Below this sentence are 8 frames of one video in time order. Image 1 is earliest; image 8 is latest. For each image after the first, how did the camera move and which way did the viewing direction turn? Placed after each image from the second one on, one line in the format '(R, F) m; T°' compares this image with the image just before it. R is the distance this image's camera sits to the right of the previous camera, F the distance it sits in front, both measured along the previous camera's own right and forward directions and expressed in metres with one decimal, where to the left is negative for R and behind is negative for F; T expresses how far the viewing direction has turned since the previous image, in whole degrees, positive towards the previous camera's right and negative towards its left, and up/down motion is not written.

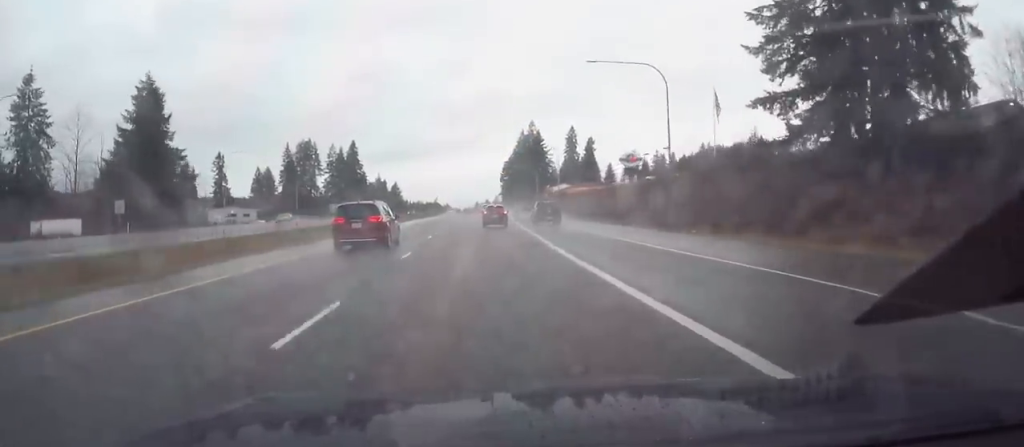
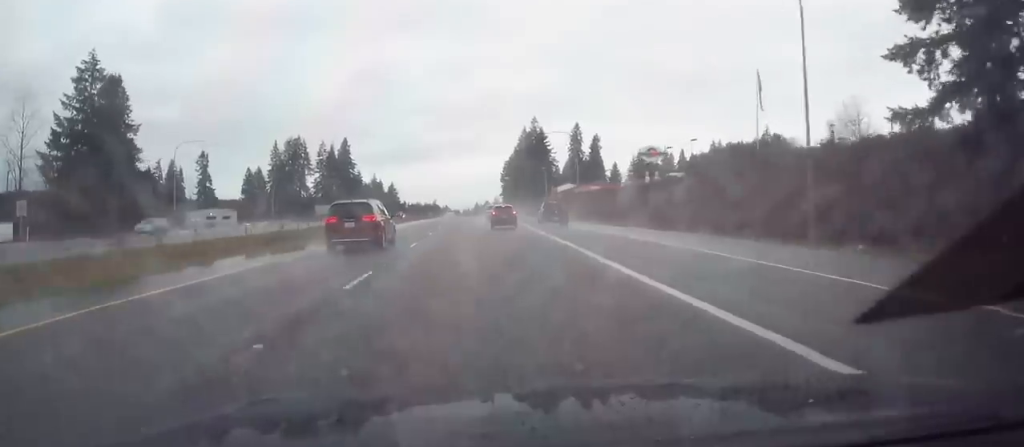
(-0.2, +20.0) m; 0°
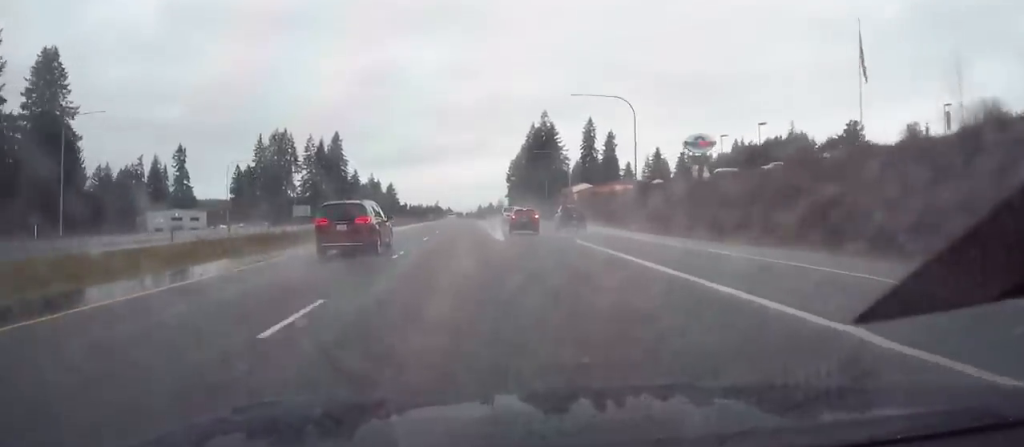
(+0.3, +29.1) m; +1°
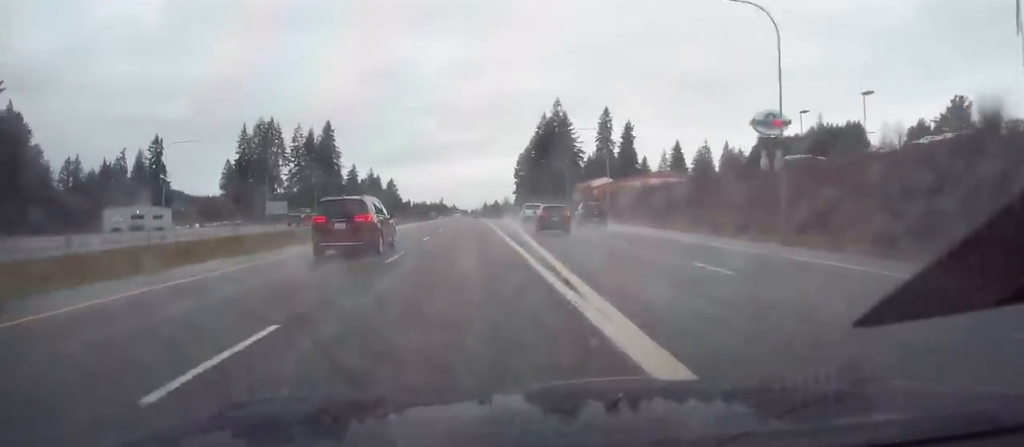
(+0.2, +26.8) m; +1°
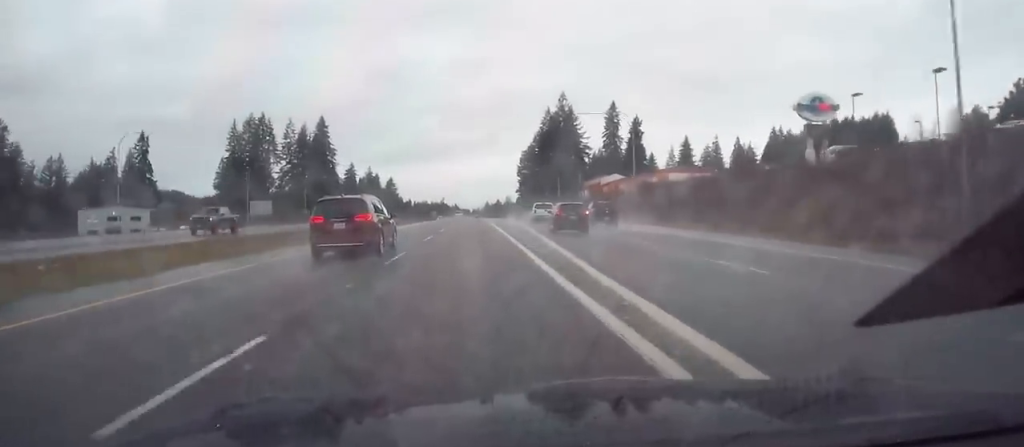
(-0.1, +12.8) m; 0°
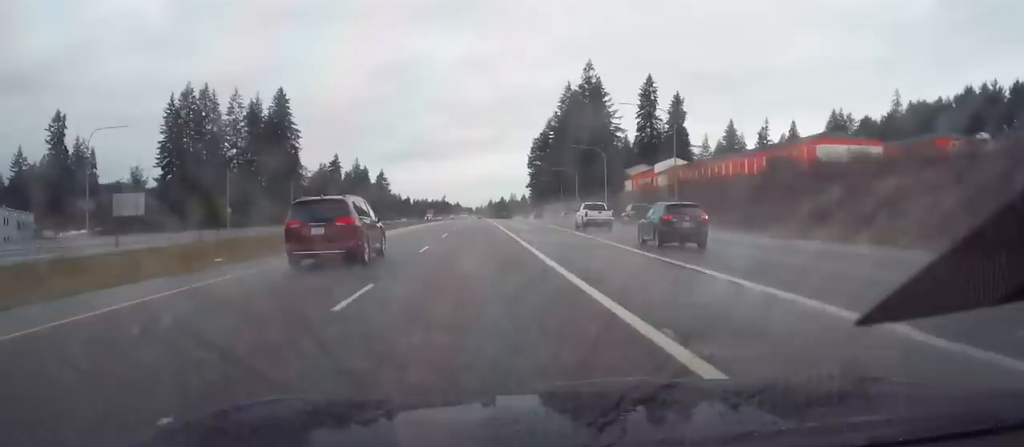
(0.0, +56.1) m; -1°
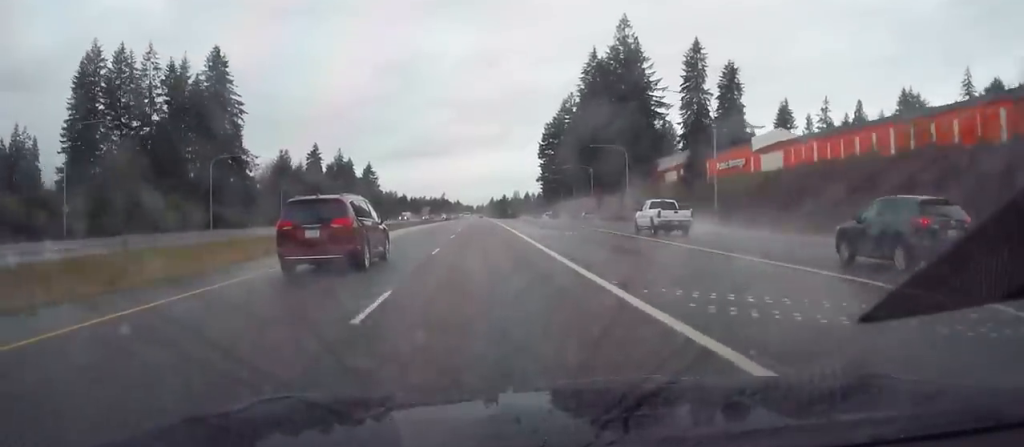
(-0.2, +50.1) m; 0°
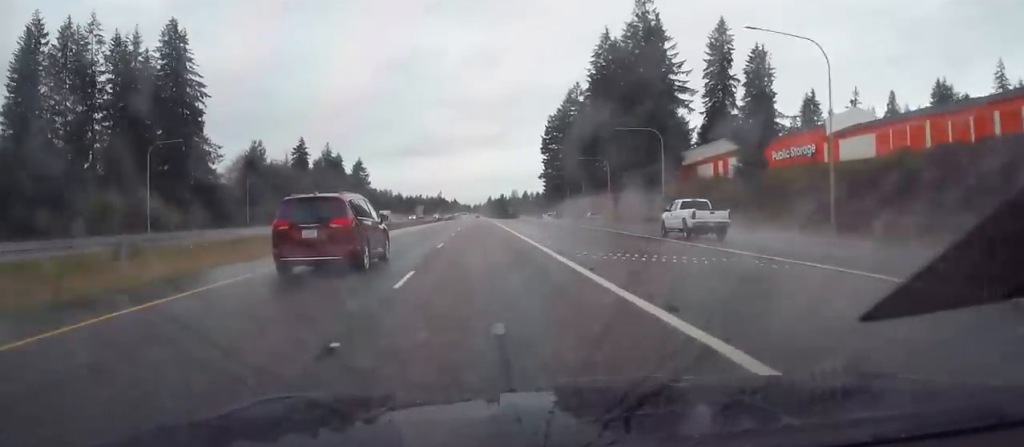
(+0.1, +21.2) m; +1°
